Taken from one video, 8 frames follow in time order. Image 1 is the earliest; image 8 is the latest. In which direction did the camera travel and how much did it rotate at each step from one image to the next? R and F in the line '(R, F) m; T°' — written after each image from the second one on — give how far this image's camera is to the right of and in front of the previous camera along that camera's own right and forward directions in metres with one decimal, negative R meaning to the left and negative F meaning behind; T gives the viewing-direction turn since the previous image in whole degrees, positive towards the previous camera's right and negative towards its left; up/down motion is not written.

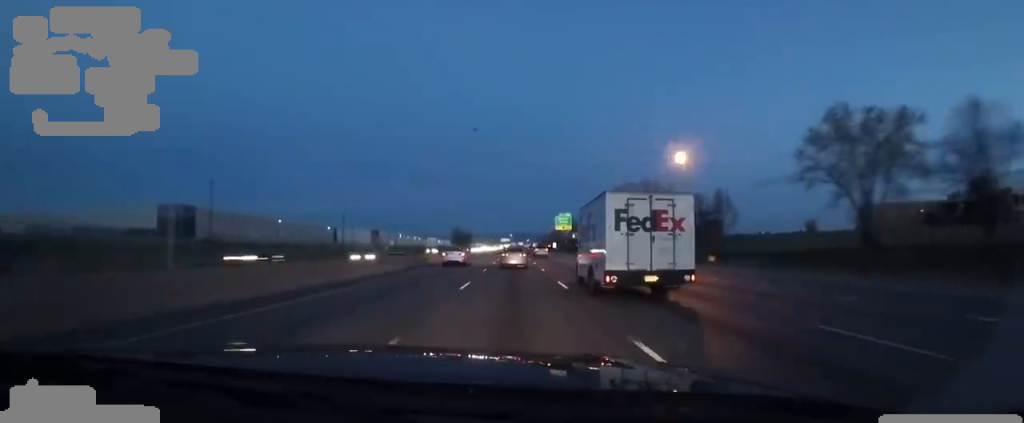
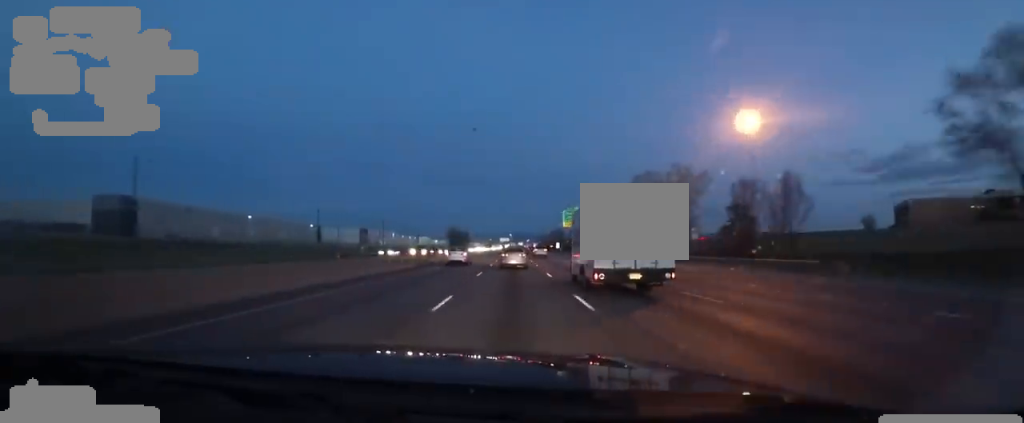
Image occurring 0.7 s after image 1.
(-0.3, +18.2) m; 0°
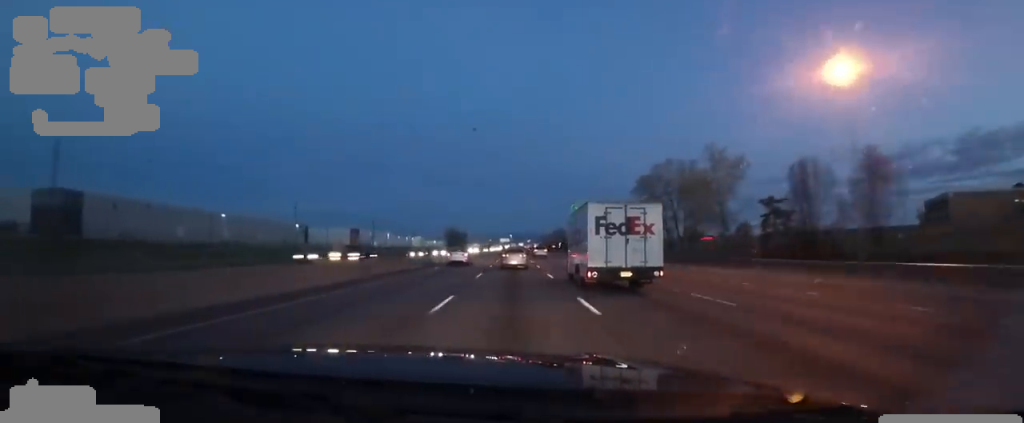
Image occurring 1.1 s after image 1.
(-0.1, +12.7) m; 0°
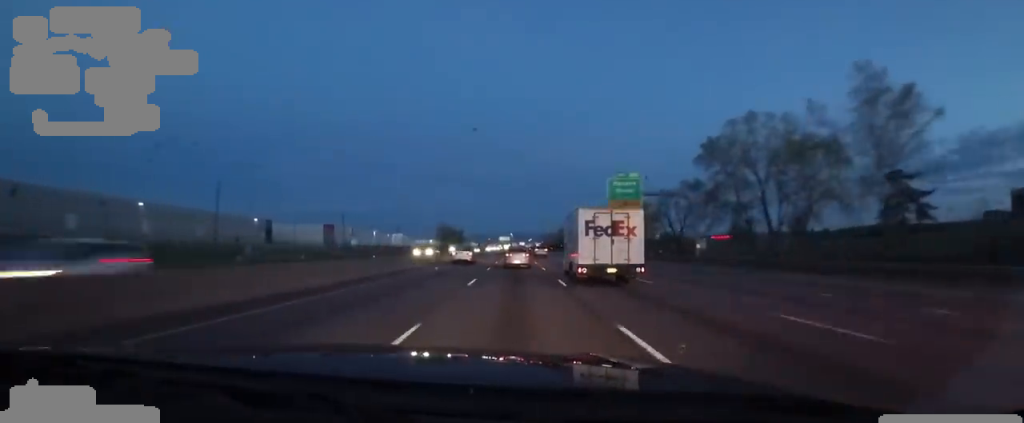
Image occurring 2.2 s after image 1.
(+0.2, +28.6) m; +1°
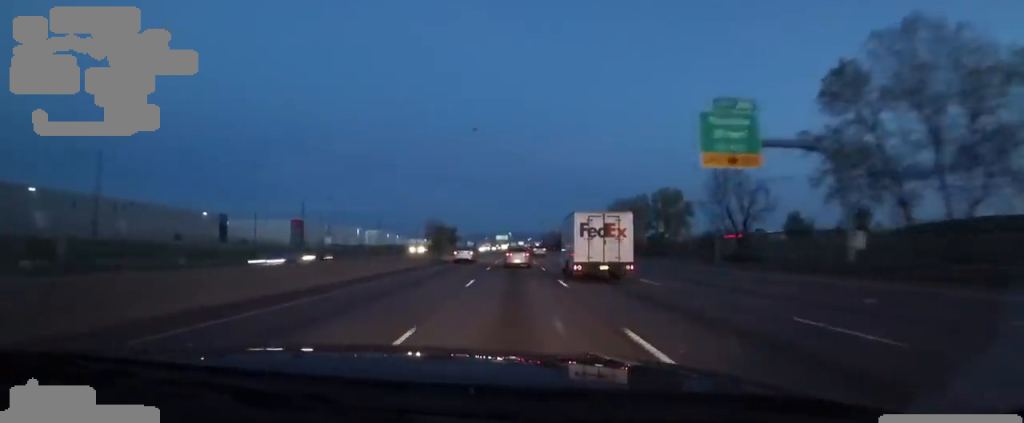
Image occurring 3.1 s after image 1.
(+0.3, +23.6) m; 0°
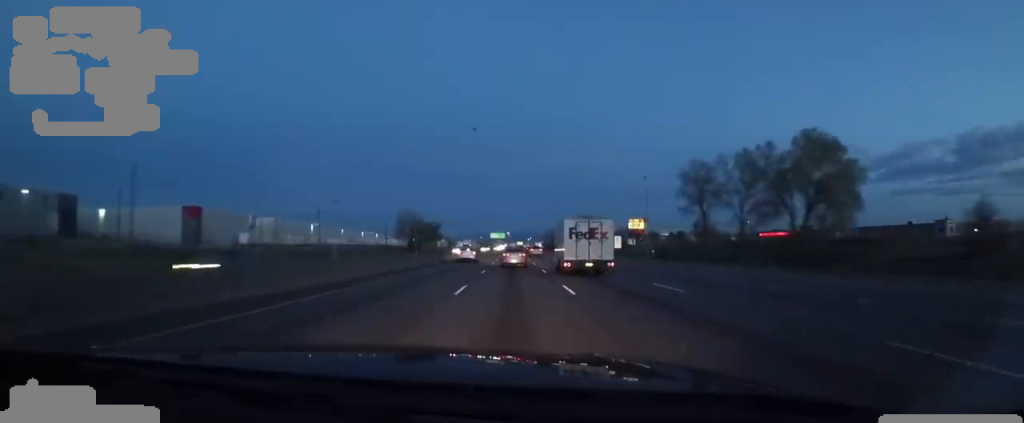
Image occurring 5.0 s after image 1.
(-0.5, +49.9) m; 0°
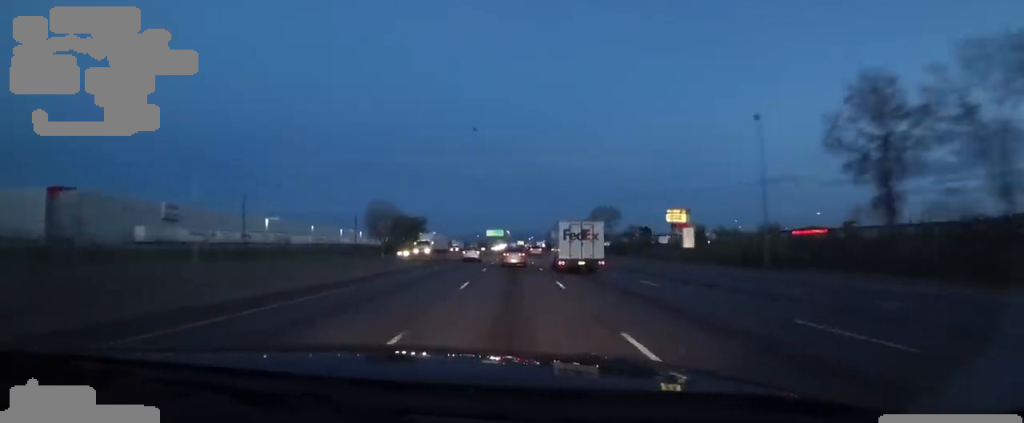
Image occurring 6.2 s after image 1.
(-0.1, +33.8) m; 0°
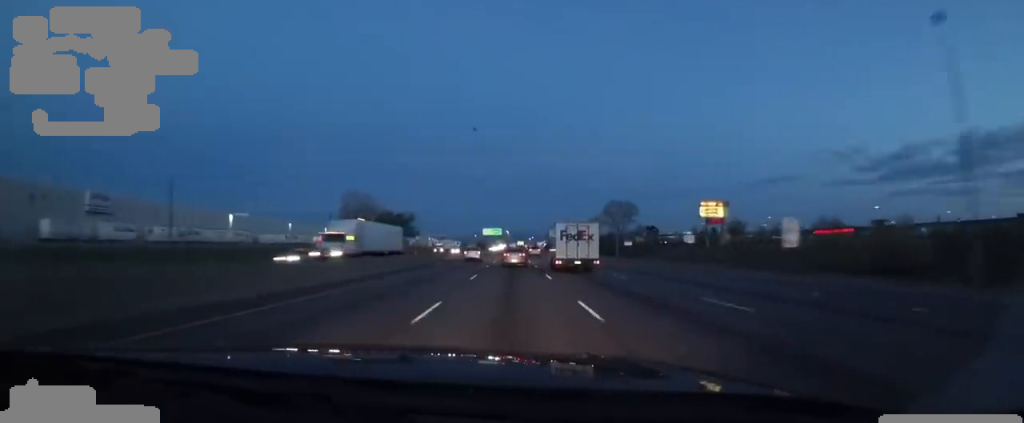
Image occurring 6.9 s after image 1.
(+0.1, +19.5) m; 0°
